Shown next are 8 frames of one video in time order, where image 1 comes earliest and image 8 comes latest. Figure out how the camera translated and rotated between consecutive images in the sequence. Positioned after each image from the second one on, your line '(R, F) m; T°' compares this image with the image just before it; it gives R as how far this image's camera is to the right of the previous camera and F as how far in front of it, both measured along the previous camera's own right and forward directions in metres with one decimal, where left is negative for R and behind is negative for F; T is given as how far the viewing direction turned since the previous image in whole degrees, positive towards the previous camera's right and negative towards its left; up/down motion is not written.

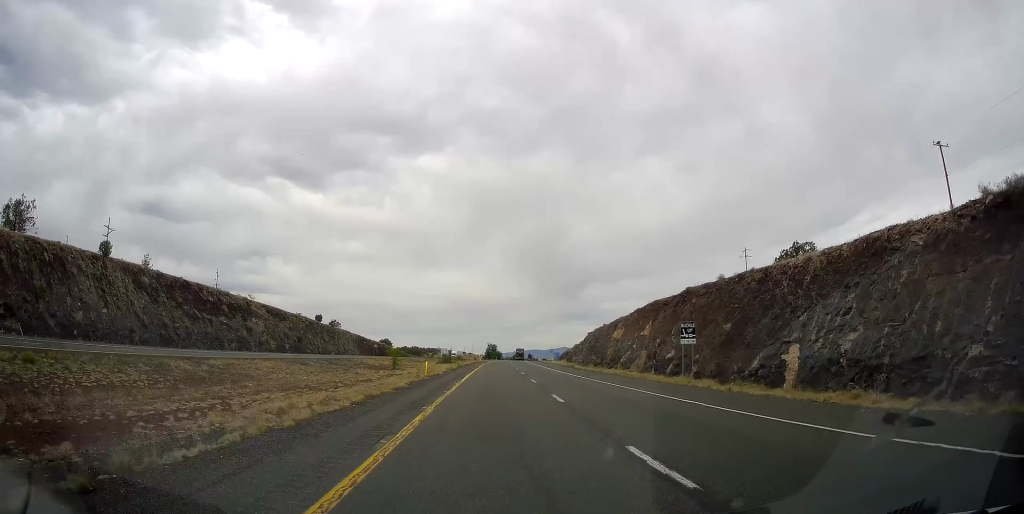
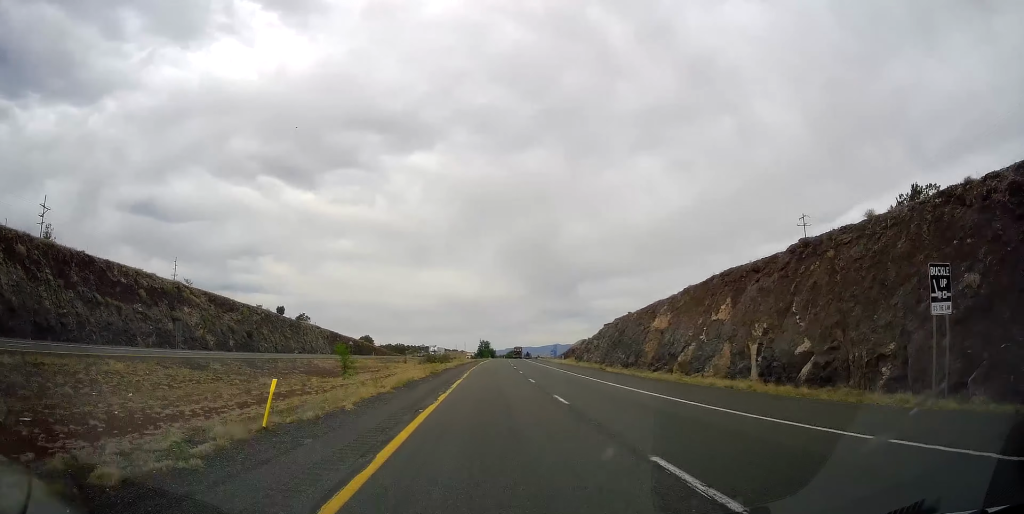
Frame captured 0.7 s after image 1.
(0.0, +25.6) m; 0°
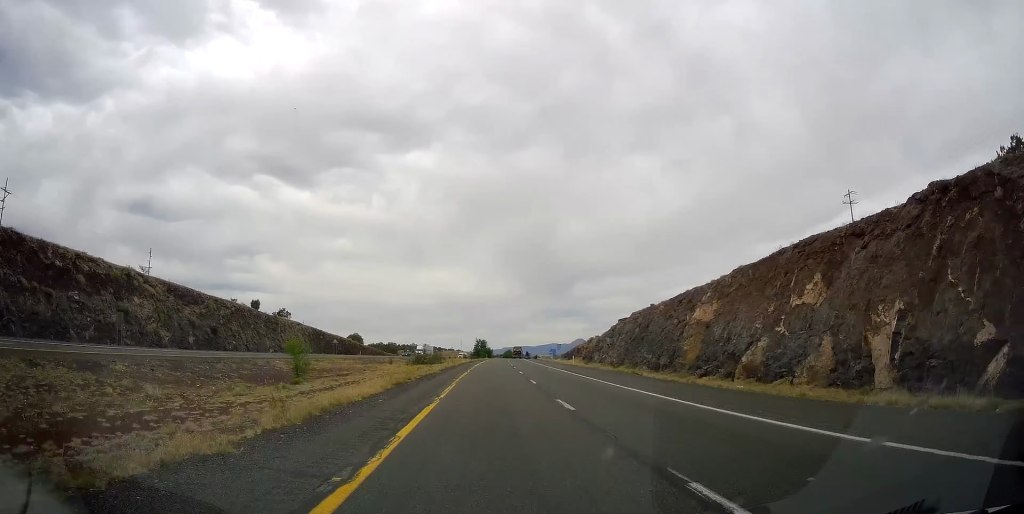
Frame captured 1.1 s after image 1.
(0.0, +13.9) m; 0°
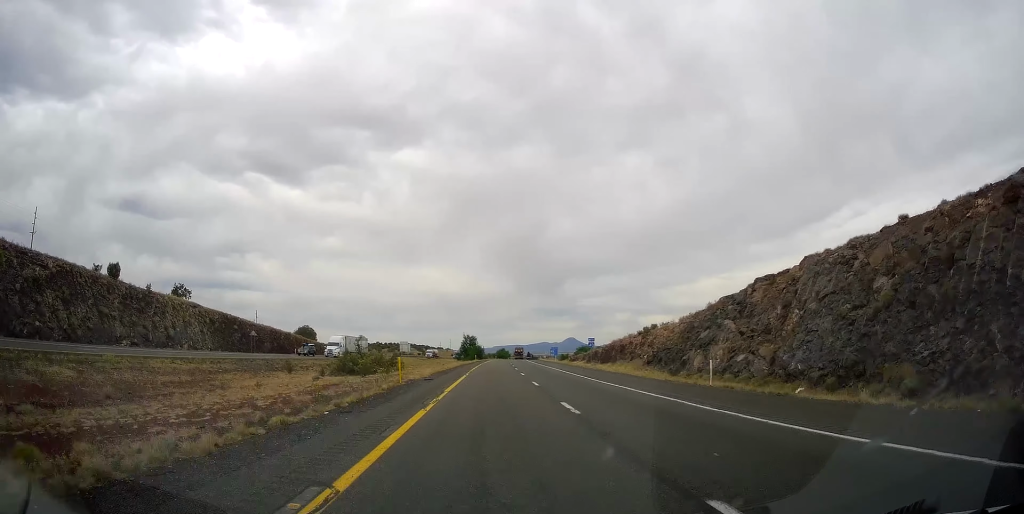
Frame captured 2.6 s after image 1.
(+0.6, +50.0) m; +1°
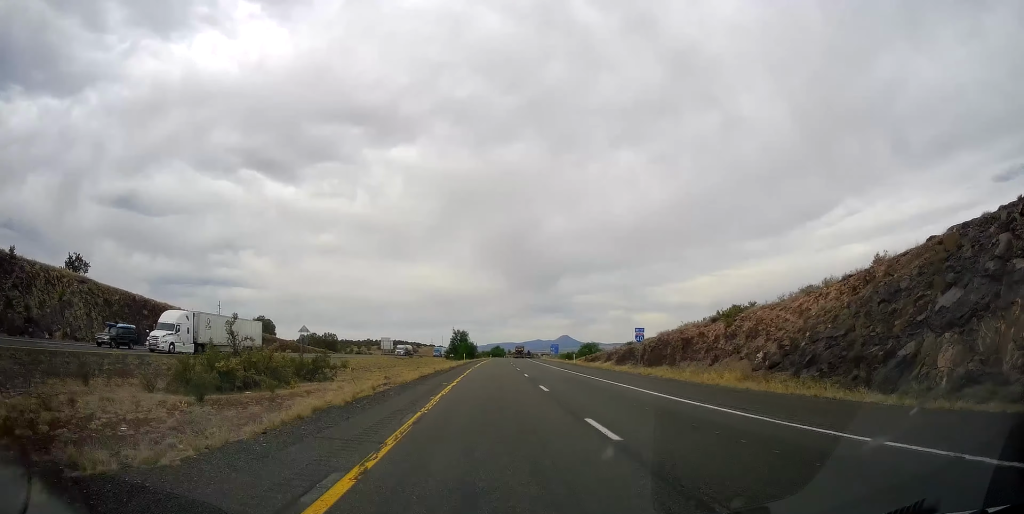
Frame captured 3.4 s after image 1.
(+0.1, +29.1) m; +1°
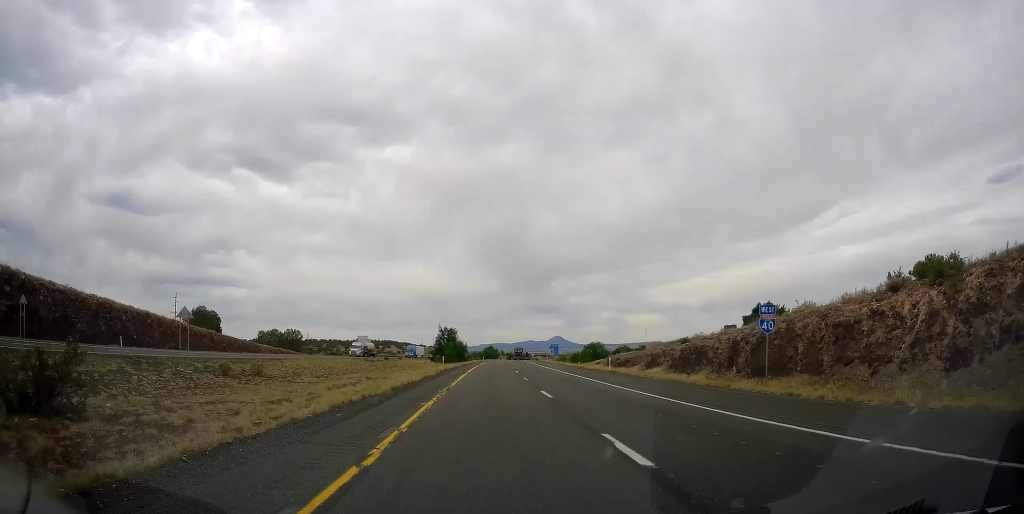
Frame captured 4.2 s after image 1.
(+0.1, +26.8) m; +1°
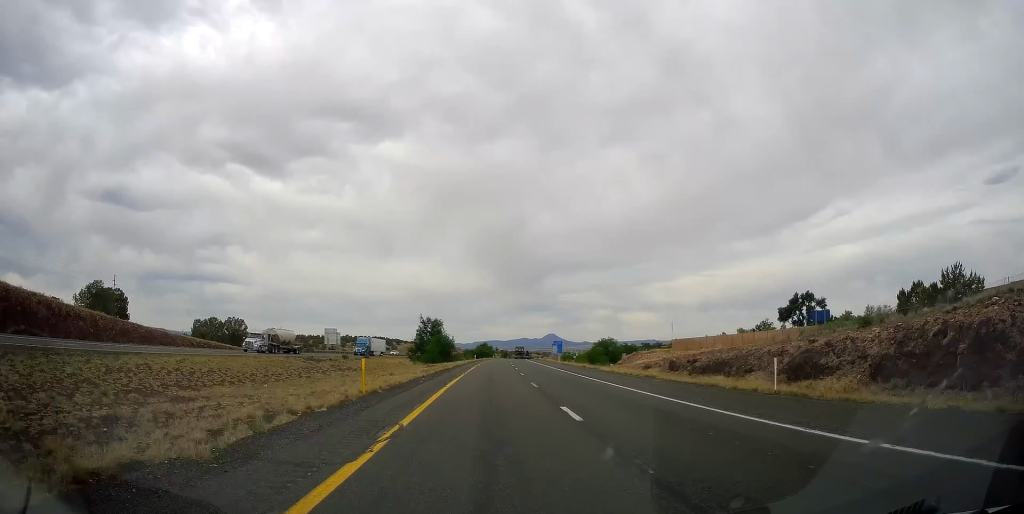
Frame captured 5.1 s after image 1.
(+0.3, +31.4) m; +1°
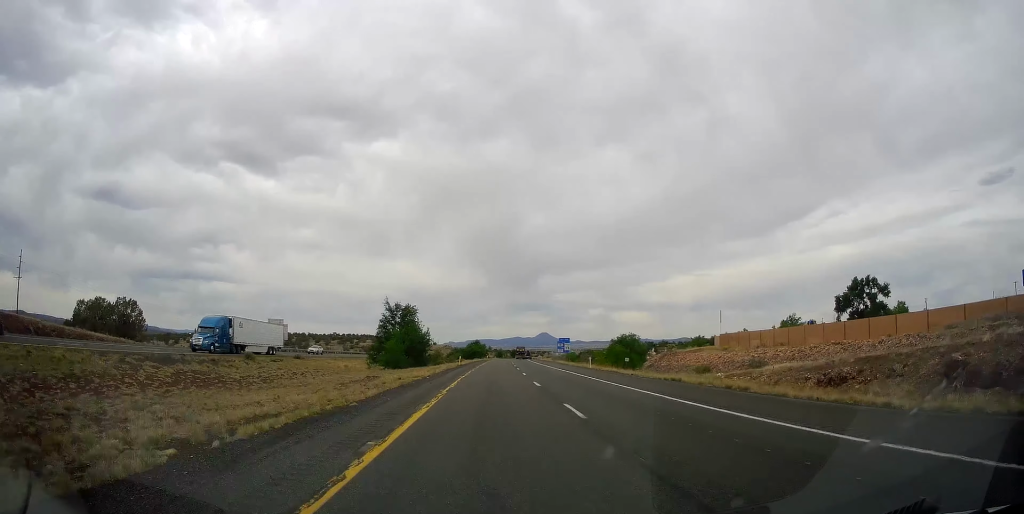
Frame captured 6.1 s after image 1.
(0.0, +36.0) m; 0°
